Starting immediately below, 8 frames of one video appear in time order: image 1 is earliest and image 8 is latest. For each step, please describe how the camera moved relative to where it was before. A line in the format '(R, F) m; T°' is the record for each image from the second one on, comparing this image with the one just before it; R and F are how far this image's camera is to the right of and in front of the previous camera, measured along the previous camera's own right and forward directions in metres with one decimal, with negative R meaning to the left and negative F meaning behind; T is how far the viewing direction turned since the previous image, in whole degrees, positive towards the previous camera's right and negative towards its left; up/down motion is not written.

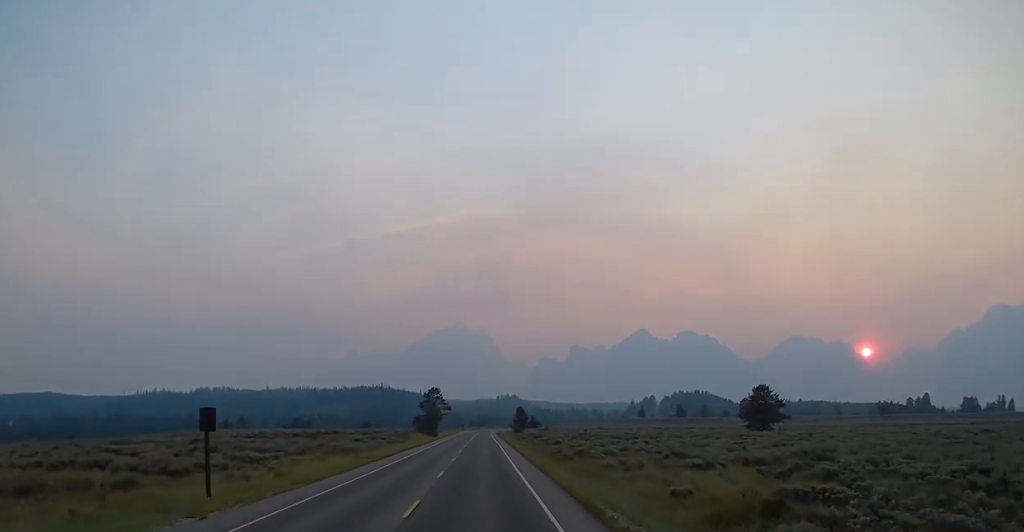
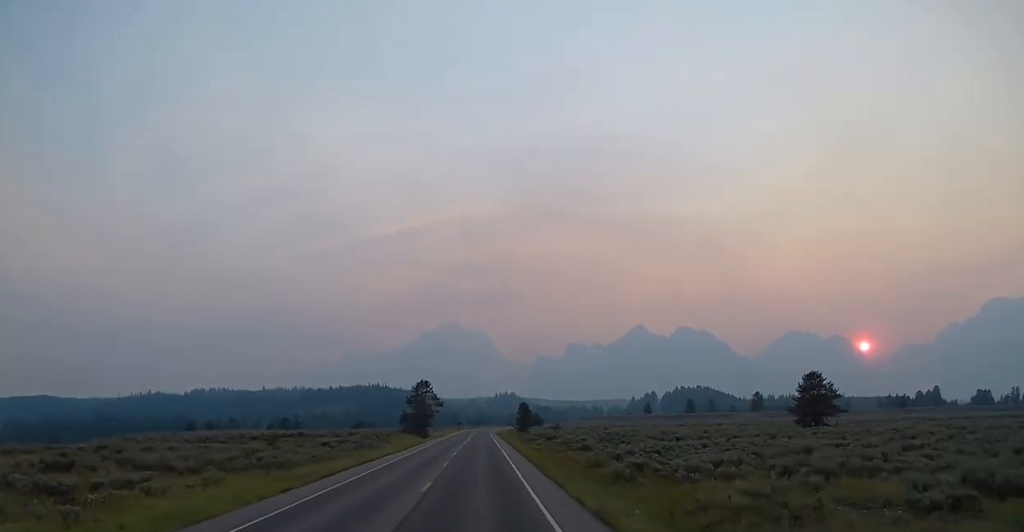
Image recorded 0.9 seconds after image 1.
(+0.1, +17.9) m; 0°
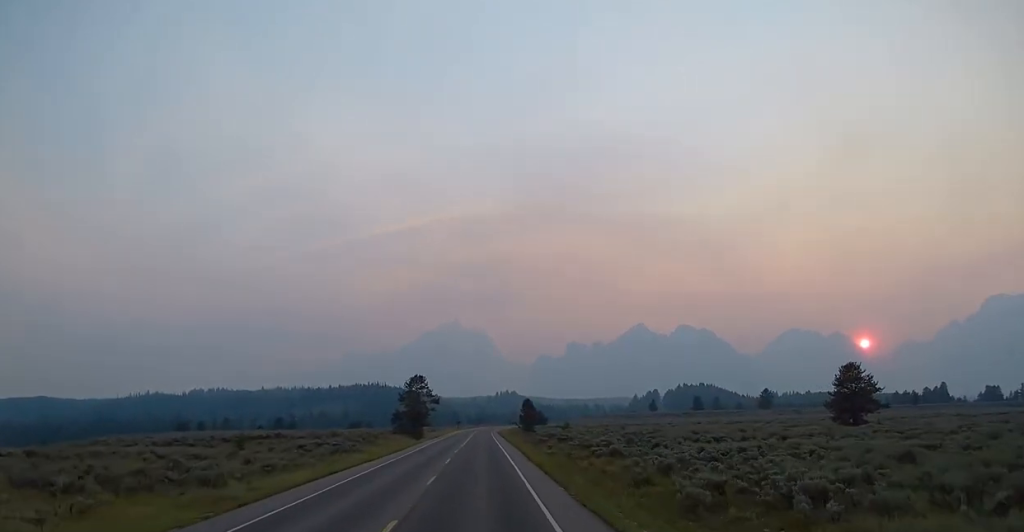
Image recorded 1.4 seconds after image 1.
(0.0, +10.0) m; 0°
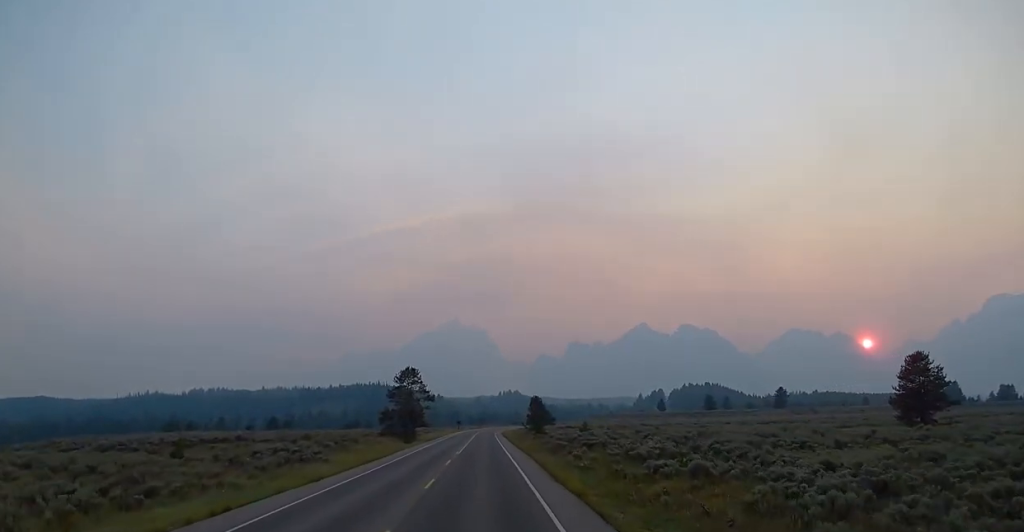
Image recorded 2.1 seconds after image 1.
(-0.1, +13.7) m; 0°
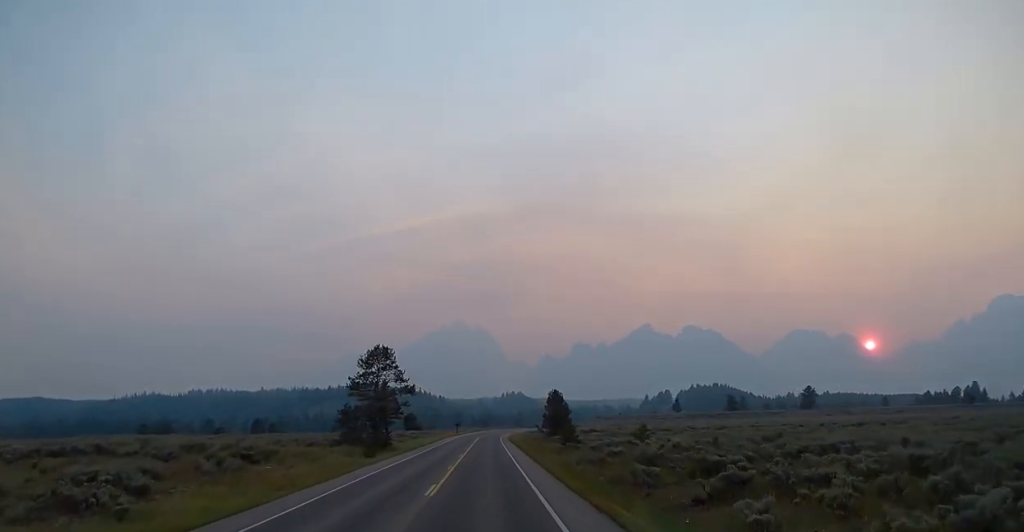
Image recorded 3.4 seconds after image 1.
(+0.2, +25.3) m; 0°
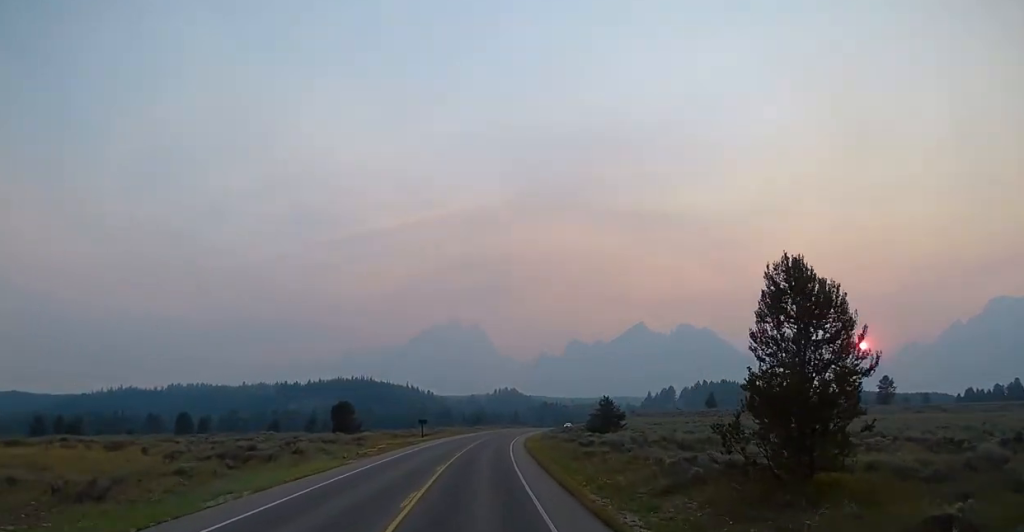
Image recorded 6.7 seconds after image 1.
(+0.1, +62.6) m; +1°
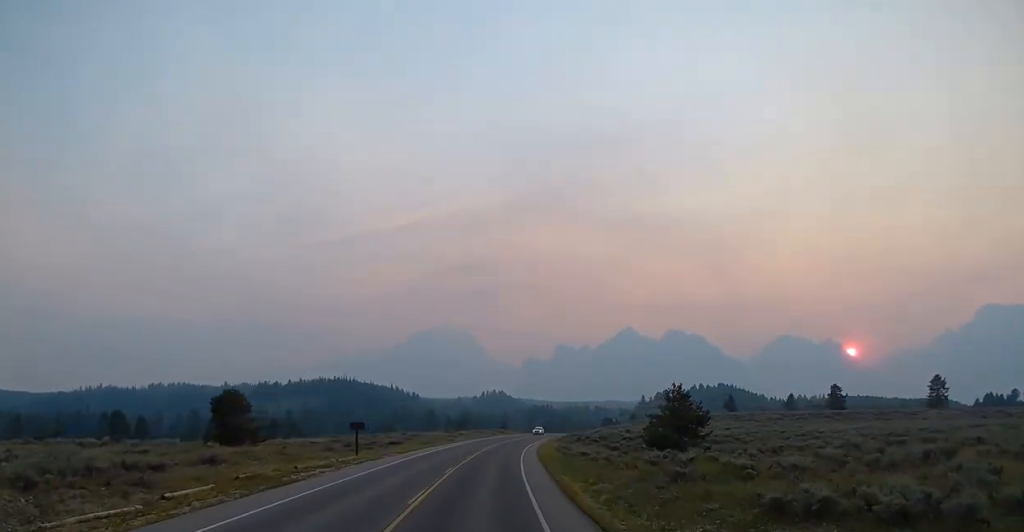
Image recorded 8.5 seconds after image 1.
(+0.2, +35.2) m; +1°
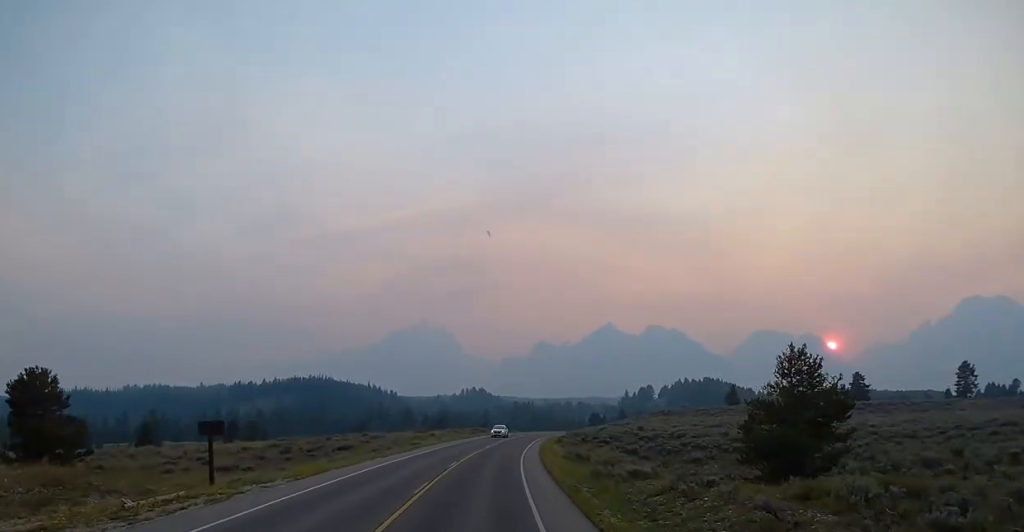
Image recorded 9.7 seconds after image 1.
(+0.1, +21.1) m; +1°
